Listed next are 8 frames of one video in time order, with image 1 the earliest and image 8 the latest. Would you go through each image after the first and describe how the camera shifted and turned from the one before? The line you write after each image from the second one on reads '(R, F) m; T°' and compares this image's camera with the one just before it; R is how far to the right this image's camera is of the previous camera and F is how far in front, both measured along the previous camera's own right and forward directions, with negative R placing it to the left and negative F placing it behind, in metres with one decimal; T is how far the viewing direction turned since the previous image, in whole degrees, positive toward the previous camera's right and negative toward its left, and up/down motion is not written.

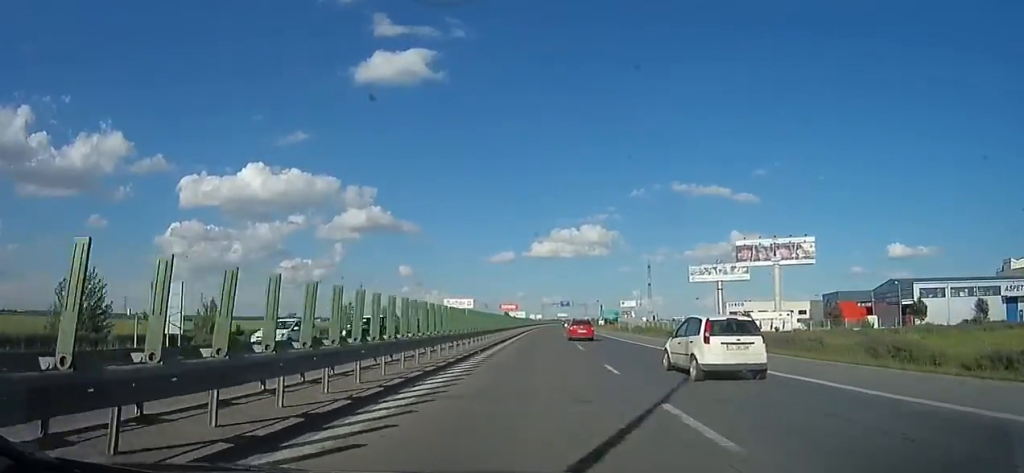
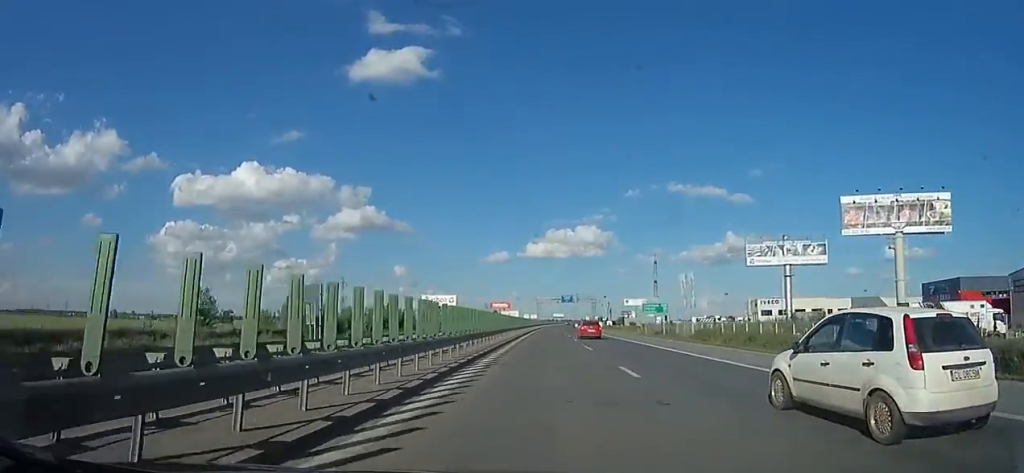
(-1.5, +35.2) m; -2°
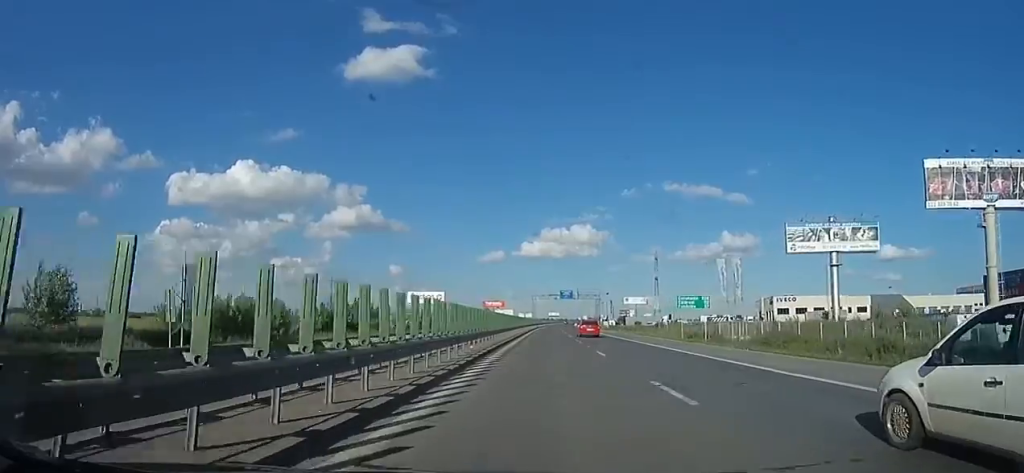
(+0.2, +15.6) m; +1°
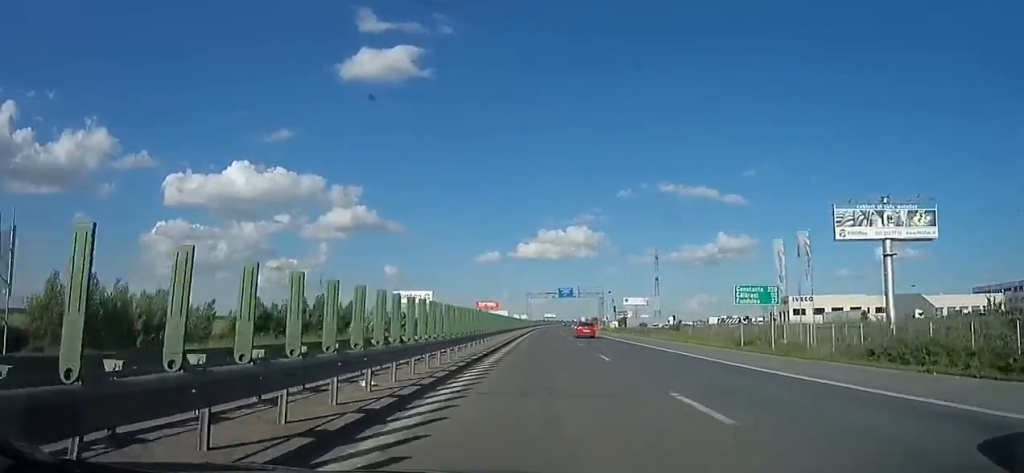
(+0.6, +13.1) m; +2°
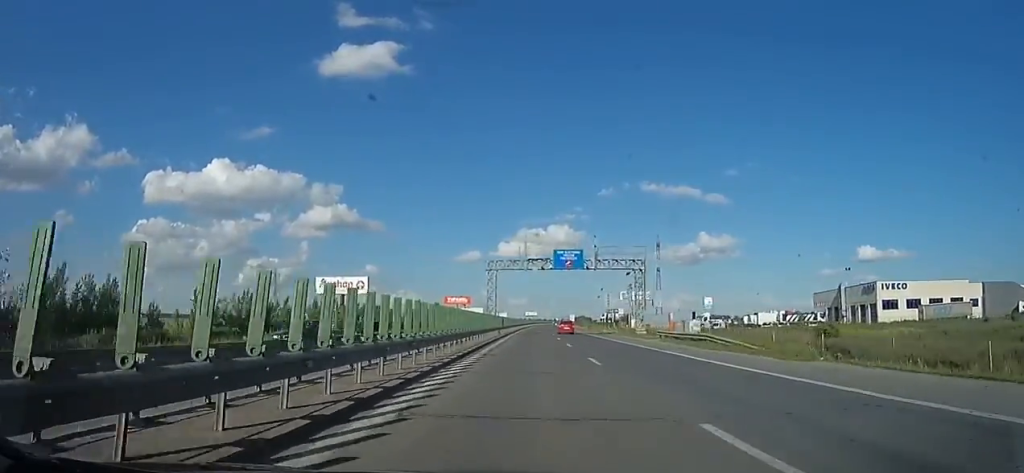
(+0.5, +49.5) m; +1°
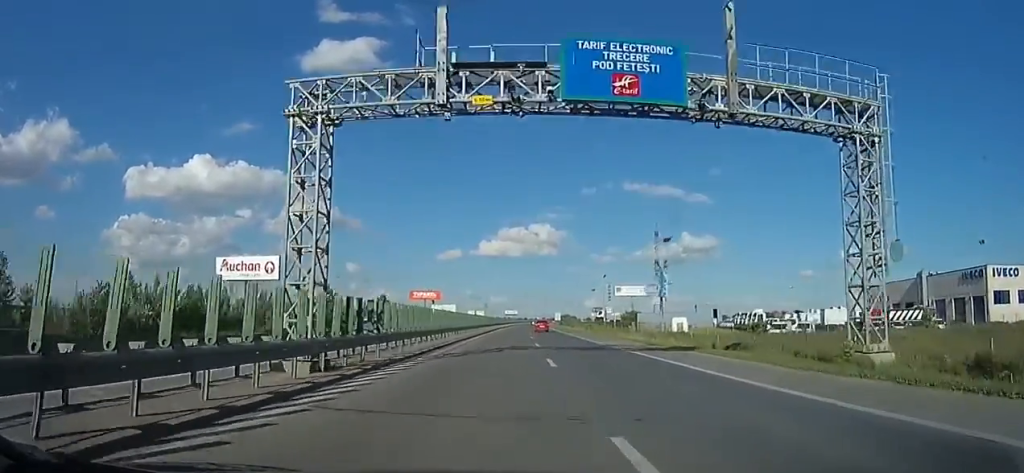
(+0.4, +35.5) m; +3°
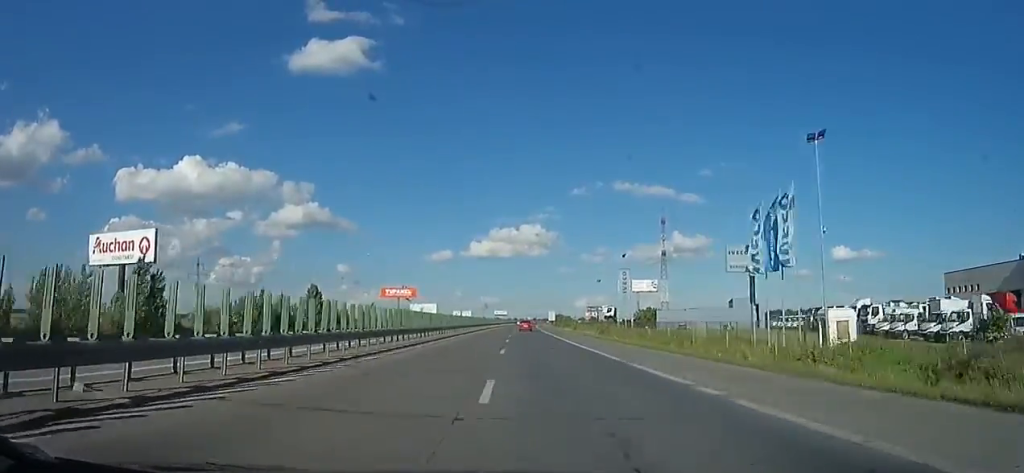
(+1.3, +29.4) m; 0°
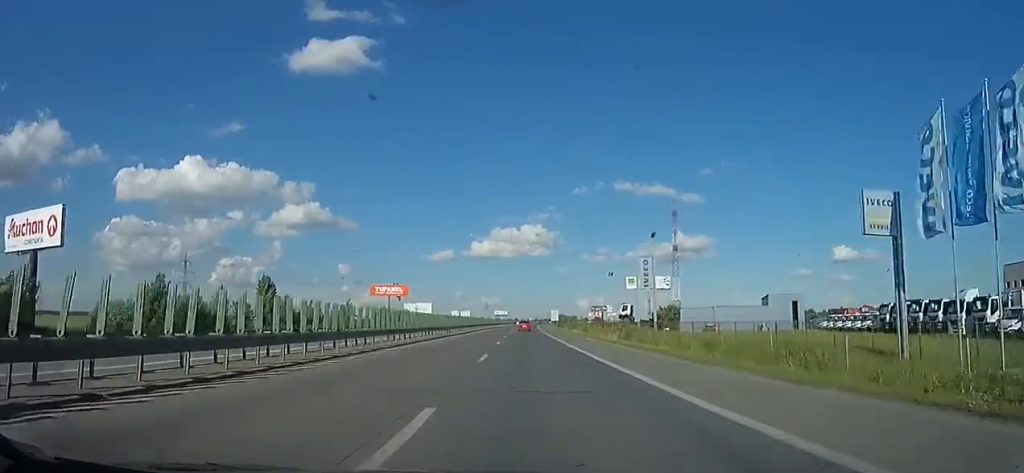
(-0.7, +15.2) m; 0°
